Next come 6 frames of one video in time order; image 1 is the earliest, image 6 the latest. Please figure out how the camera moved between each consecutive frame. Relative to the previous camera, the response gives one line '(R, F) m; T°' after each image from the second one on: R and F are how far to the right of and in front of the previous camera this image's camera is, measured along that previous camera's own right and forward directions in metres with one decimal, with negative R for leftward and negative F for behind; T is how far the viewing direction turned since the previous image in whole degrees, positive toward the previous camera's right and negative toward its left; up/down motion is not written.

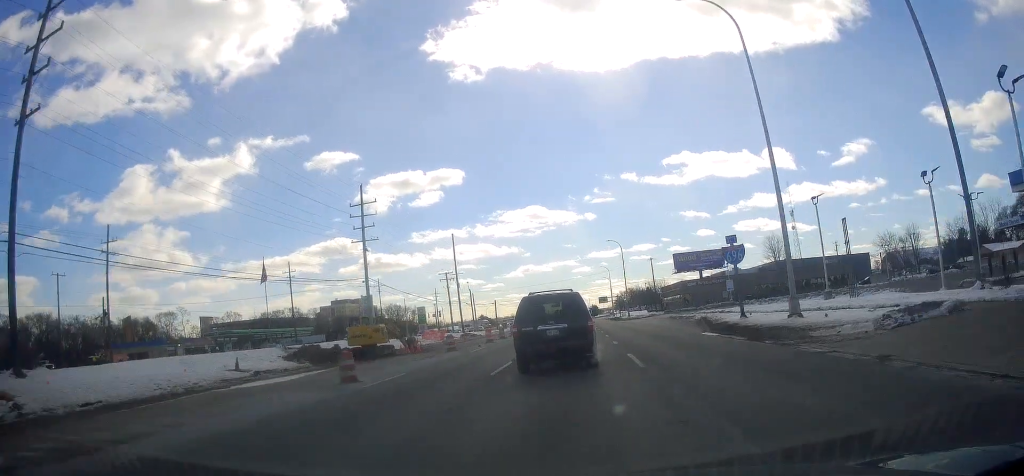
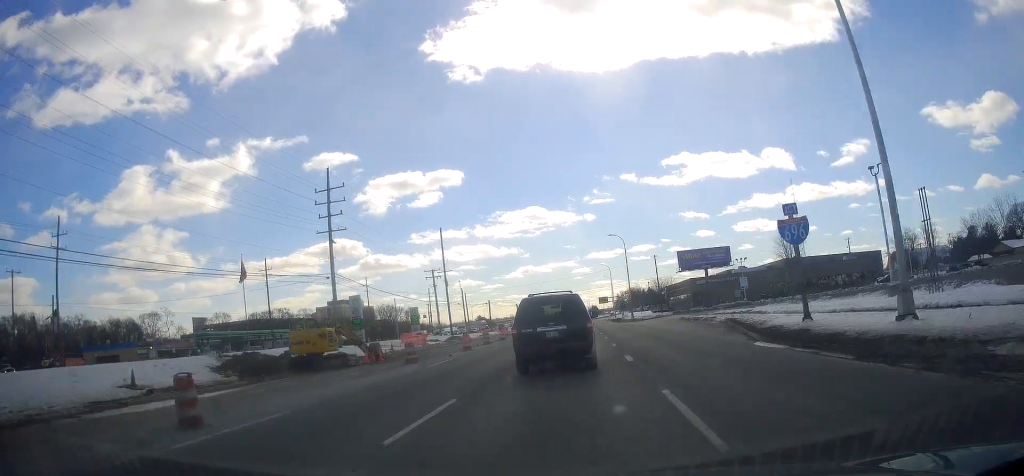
(+0.2, +8.2) m; +1°
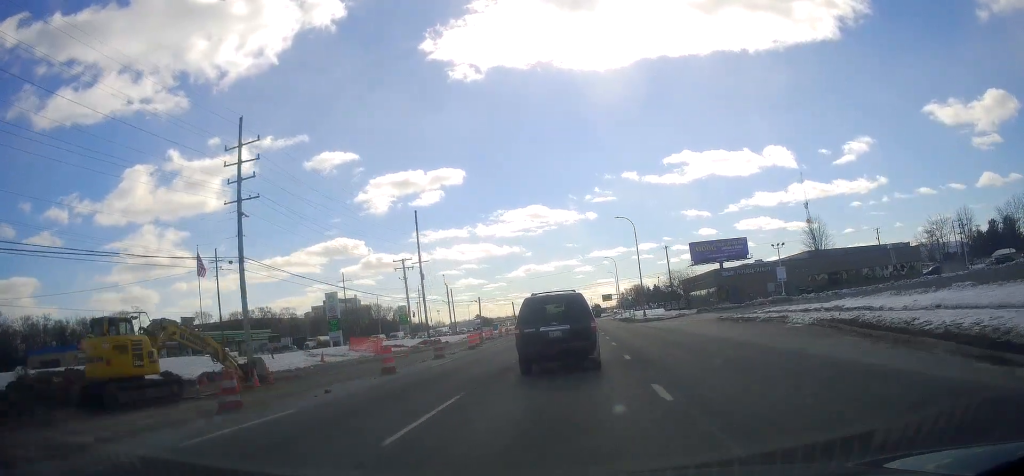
(+0.4, +15.2) m; +1°
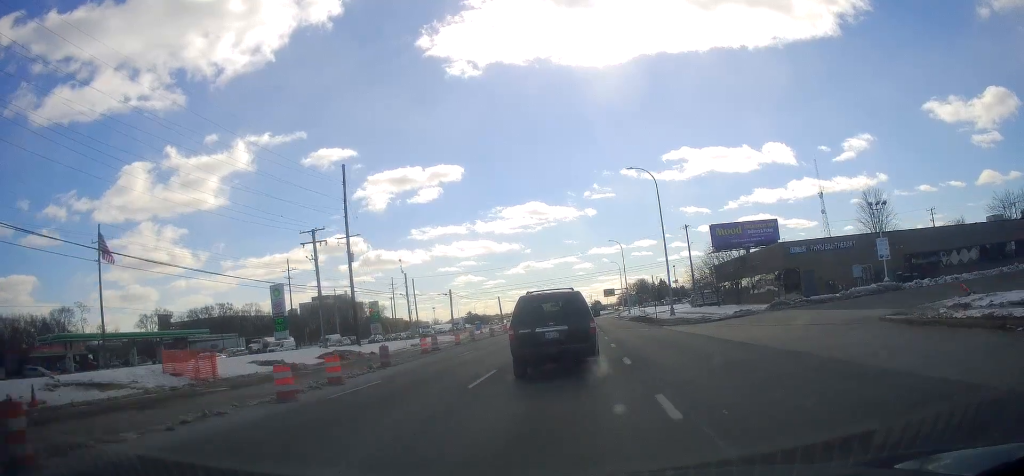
(-0.5, +24.2) m; -2°
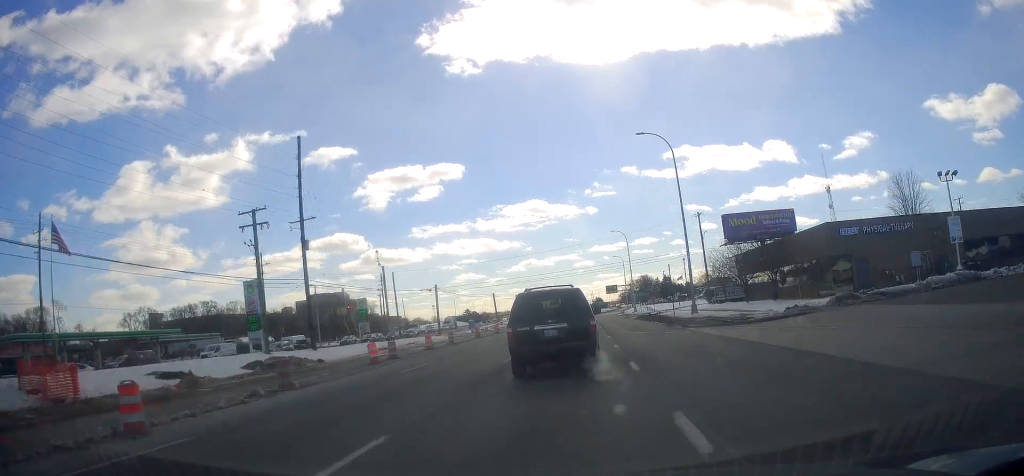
(-0.4, +9.6) m; 0°
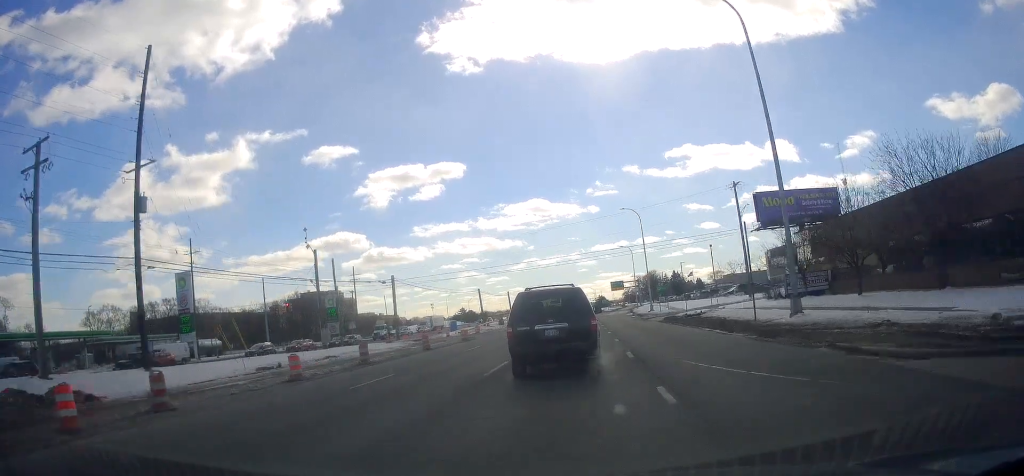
(+0.6, +19.8) m; +1°
